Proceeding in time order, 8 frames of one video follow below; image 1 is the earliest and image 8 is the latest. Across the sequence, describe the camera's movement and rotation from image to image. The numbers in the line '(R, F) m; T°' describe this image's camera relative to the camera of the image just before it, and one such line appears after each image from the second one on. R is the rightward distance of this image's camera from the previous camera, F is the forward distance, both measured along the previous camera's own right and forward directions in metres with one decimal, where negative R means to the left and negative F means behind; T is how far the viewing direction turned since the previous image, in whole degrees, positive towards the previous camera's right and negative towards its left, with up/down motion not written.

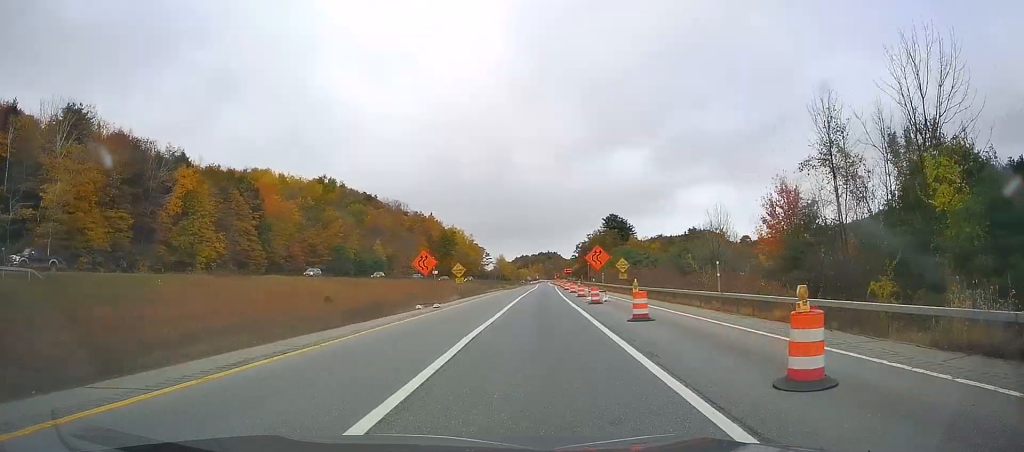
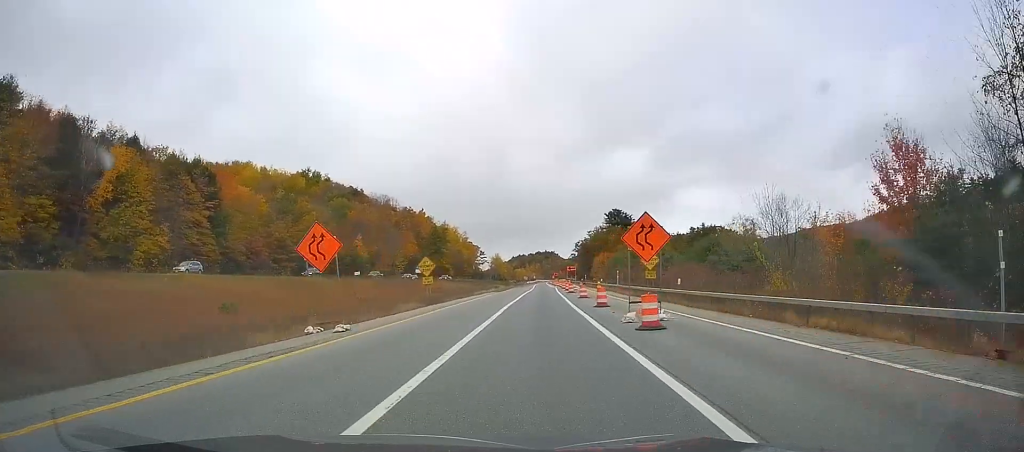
(+0.1, +17.8) m; 0°
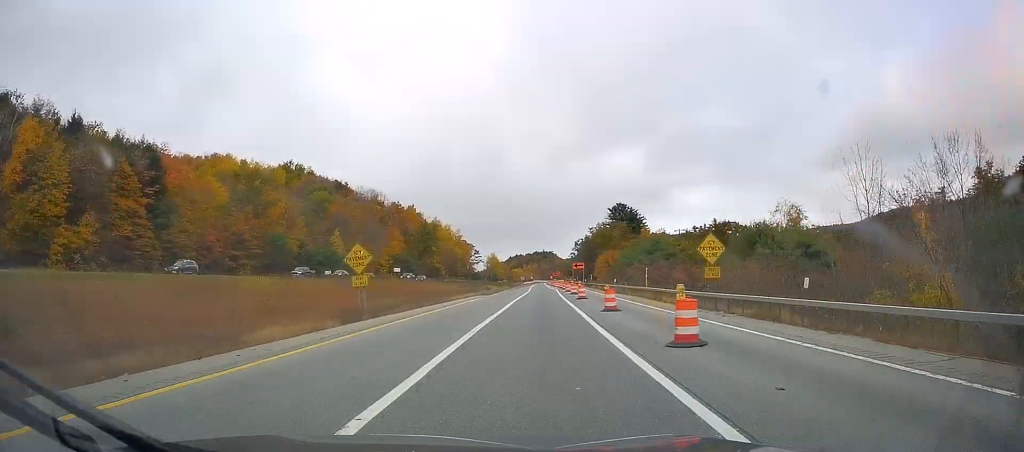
(0.0, +18.3) m; 0°
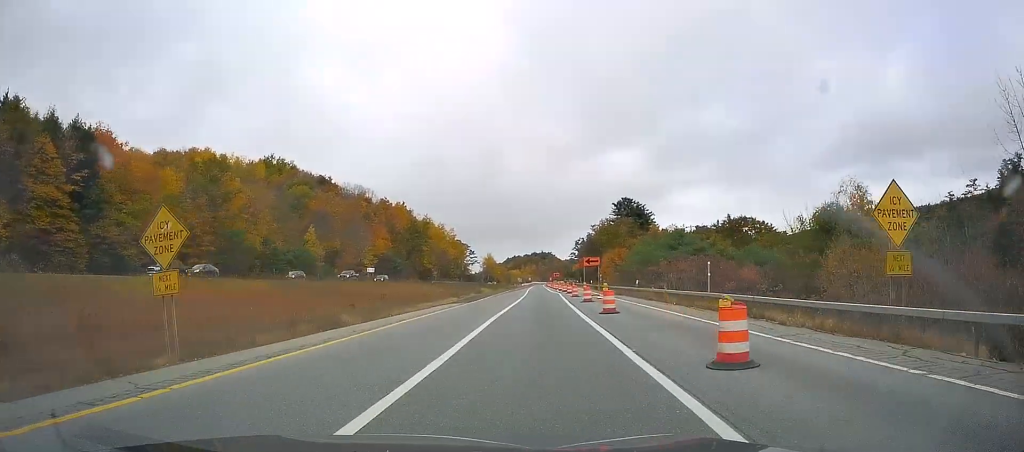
(0.0, +17.4) m; 0°
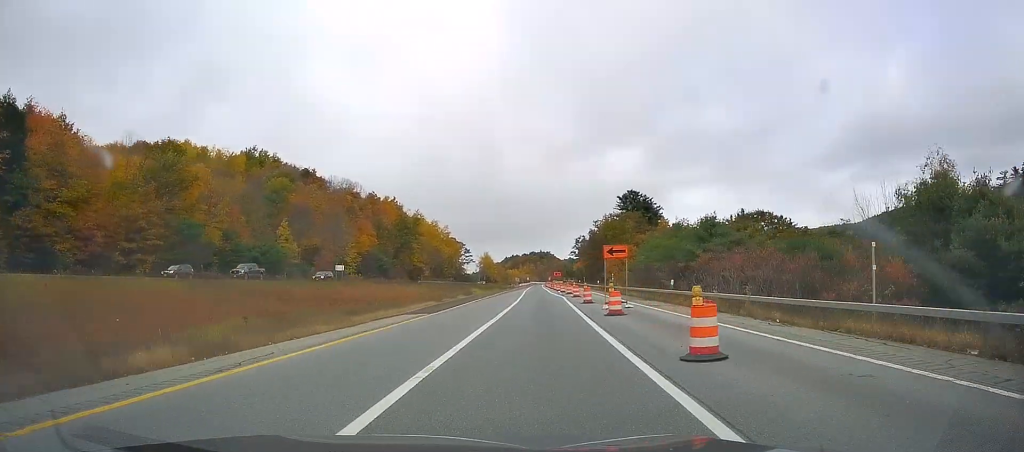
(0.0, +15.1) m; 0°
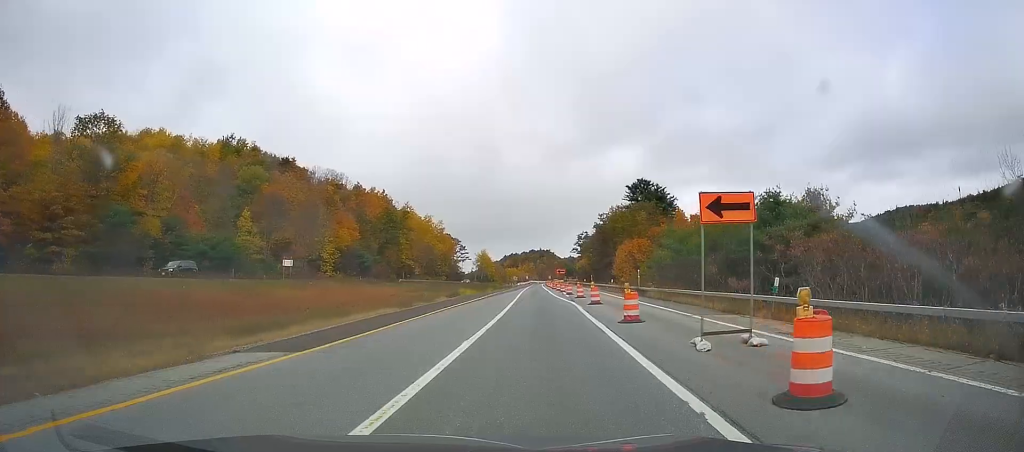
(+0.1, +18.1) m; 0°
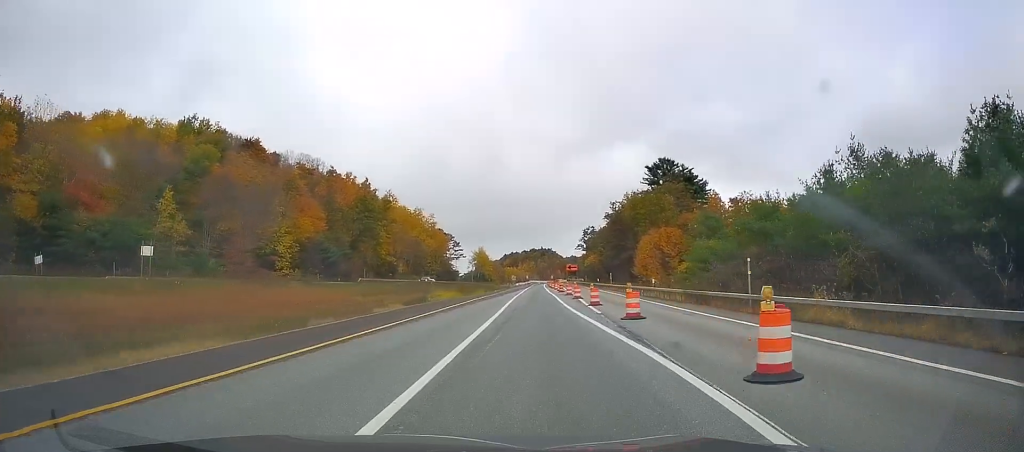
(+0.1, +26.7) m; 0°
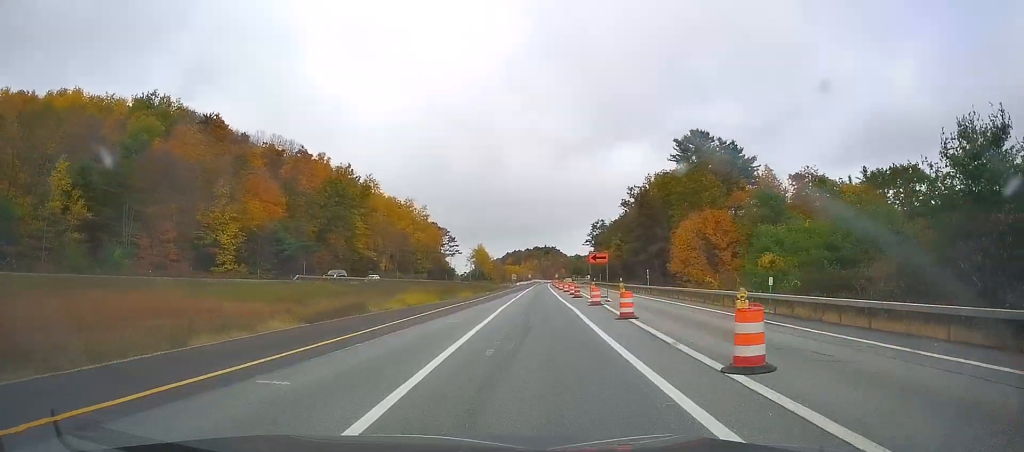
(-0.1, +24.9) m; 0°
